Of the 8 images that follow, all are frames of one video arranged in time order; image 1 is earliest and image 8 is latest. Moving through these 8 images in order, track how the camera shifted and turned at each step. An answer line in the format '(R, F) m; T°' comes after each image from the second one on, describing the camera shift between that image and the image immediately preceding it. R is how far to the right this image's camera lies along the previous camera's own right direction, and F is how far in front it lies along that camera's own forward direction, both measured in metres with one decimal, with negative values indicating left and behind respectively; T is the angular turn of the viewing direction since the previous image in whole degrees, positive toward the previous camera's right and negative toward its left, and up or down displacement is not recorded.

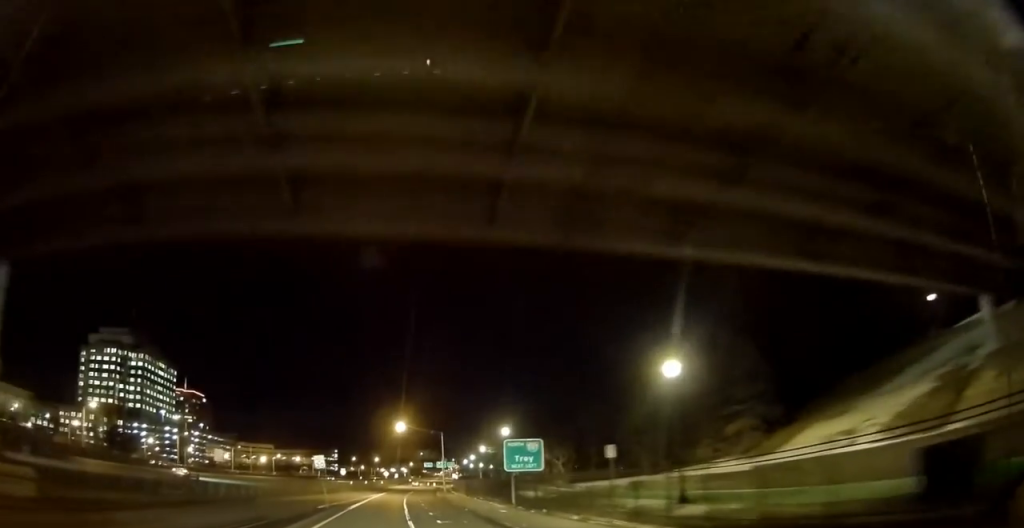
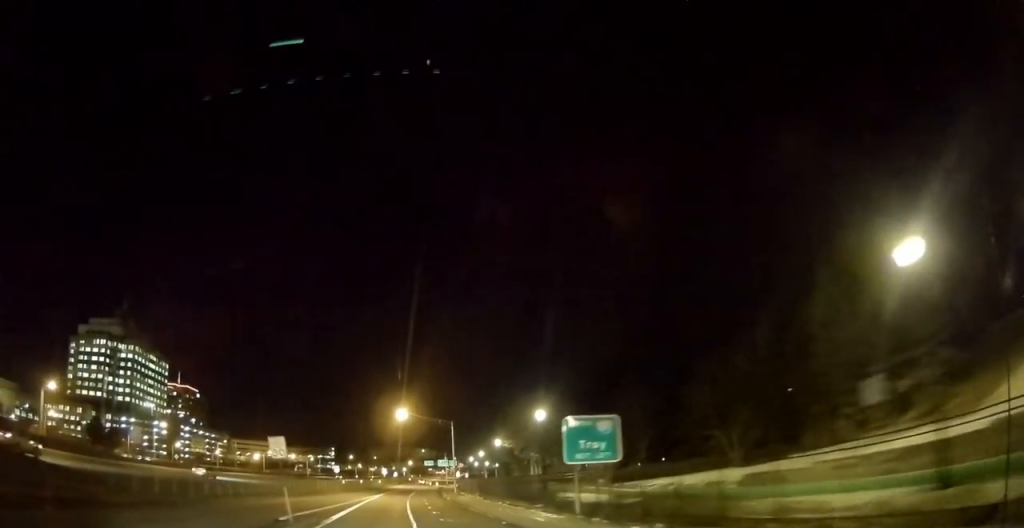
(0.0, +12.6) m; 0°
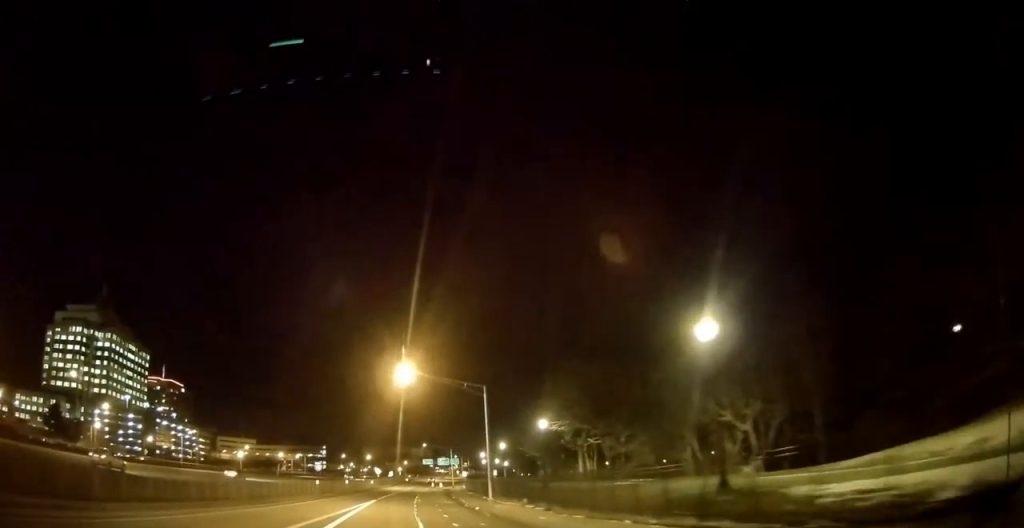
(0.0, +22.7) m; 0°
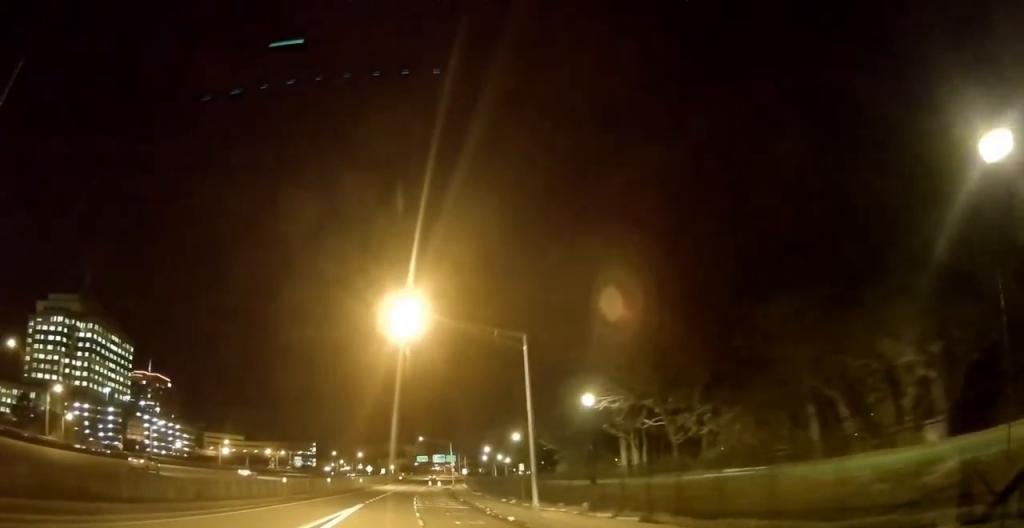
(0.0, +13.1) m; +1°
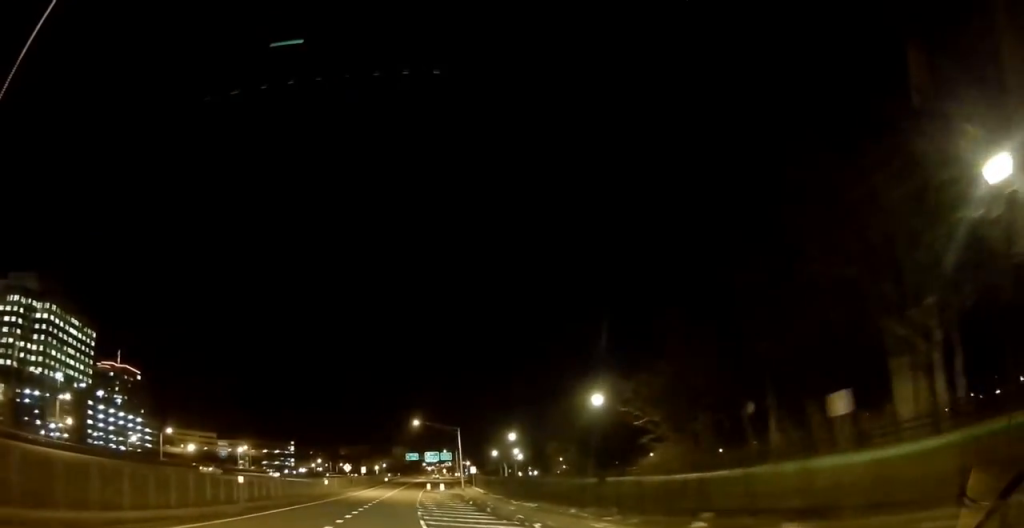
(+0.5, +30.6) m; +2°
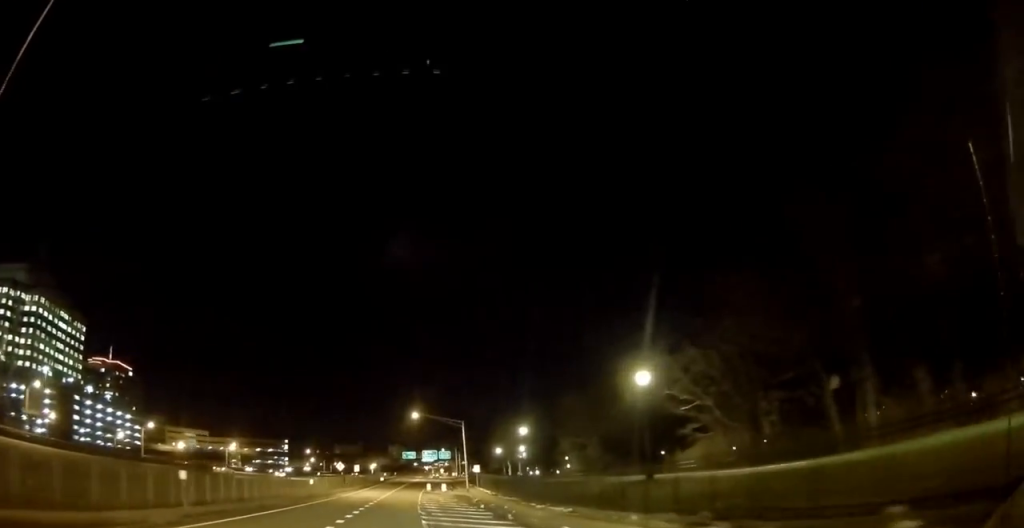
(0.0, +8.3) m; +1°
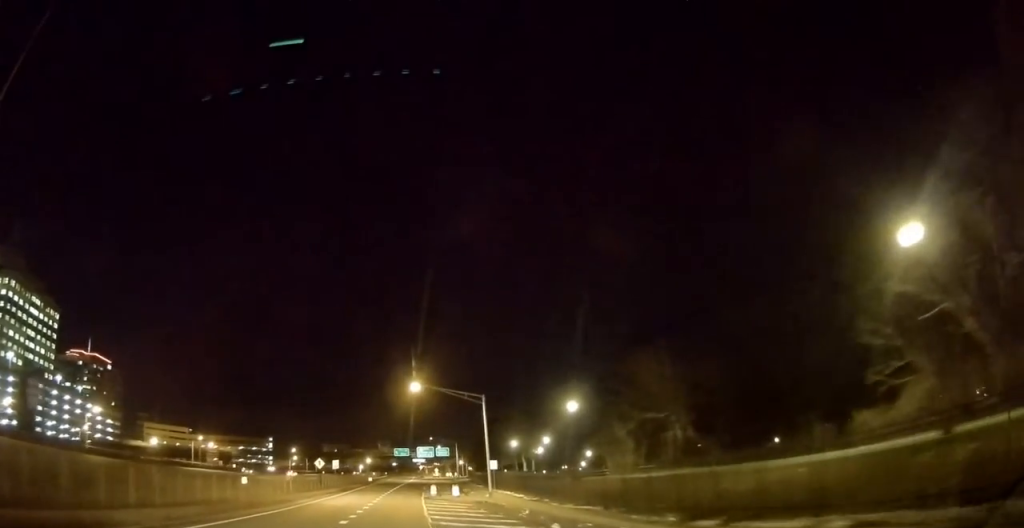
(+0.3, +19.5) m; +2°
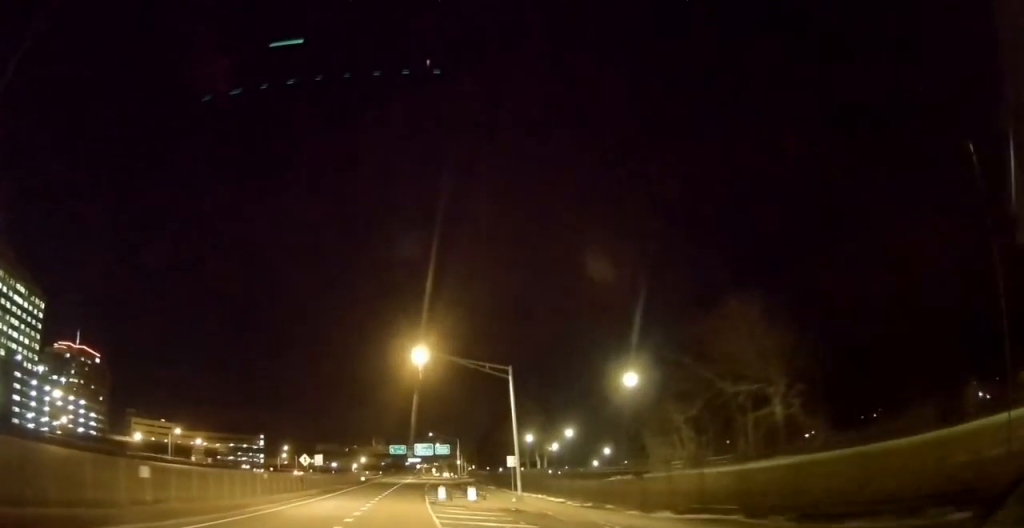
(0.0, +11.2) m; +1°
